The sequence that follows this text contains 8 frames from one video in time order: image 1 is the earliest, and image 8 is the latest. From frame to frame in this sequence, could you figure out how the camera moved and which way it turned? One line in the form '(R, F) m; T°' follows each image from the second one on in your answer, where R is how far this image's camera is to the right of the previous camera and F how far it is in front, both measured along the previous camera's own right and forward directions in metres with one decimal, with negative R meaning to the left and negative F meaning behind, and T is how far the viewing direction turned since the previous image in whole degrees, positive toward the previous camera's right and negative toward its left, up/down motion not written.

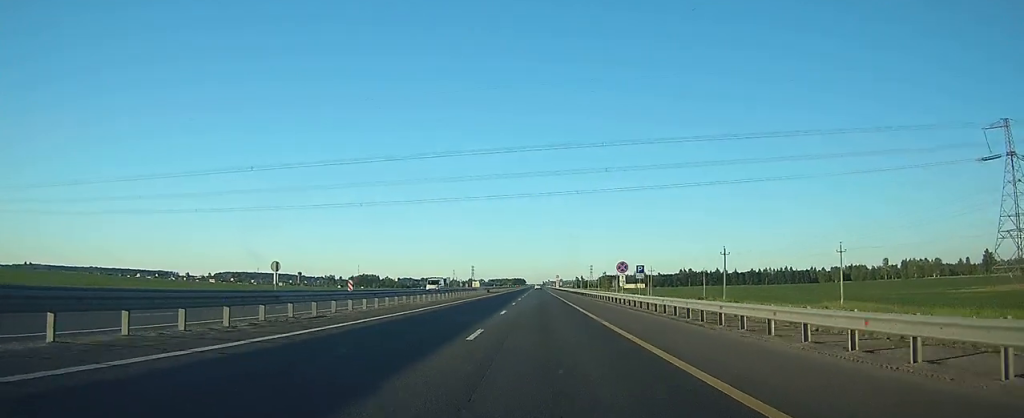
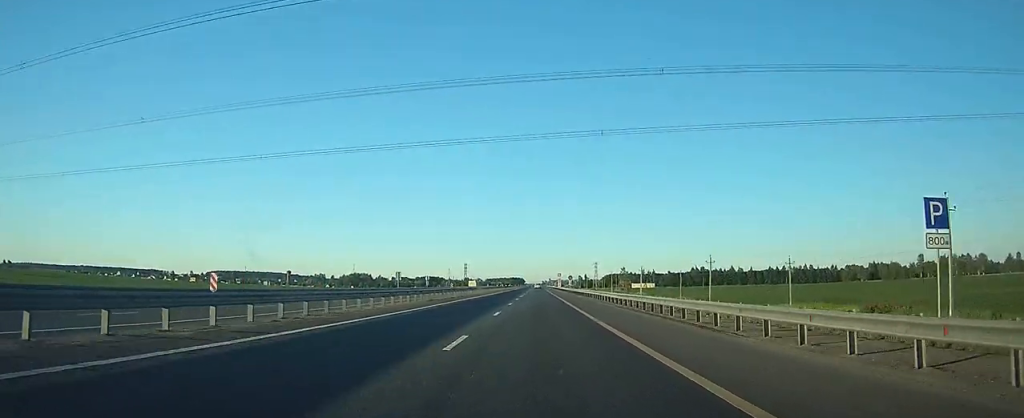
(-0.1, +51.3) m; 0°
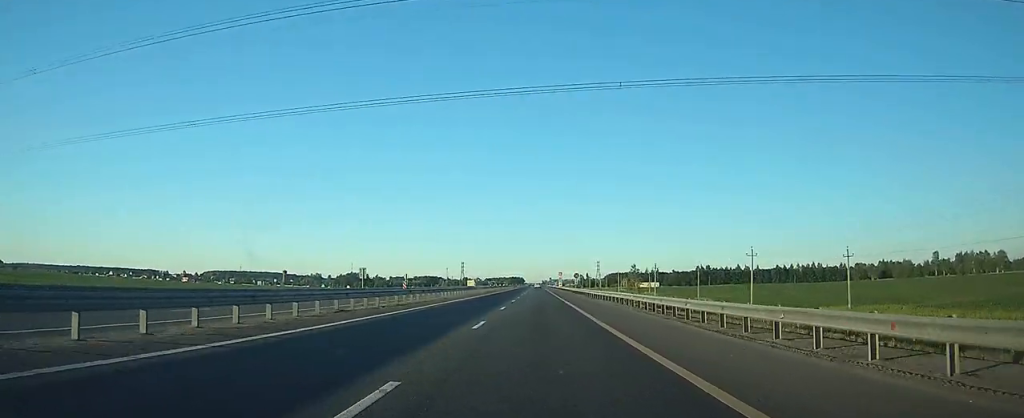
(0.0, +19.2) m; 0°
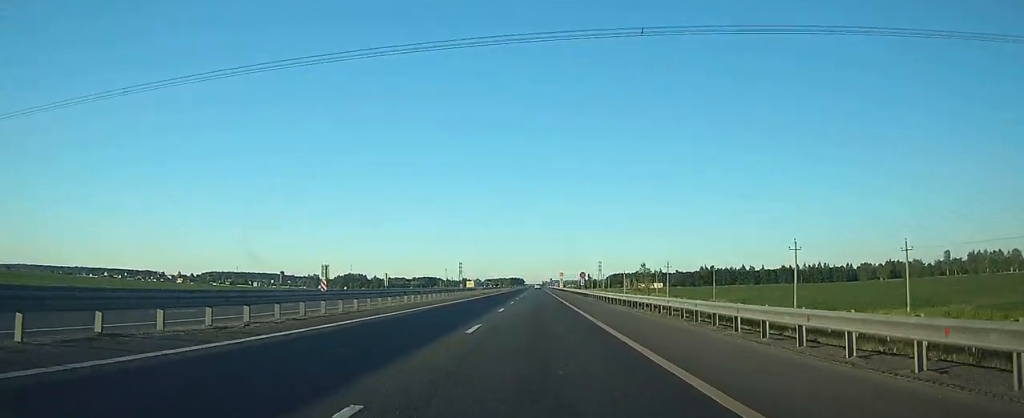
(0.0, +13.5) m; 0°
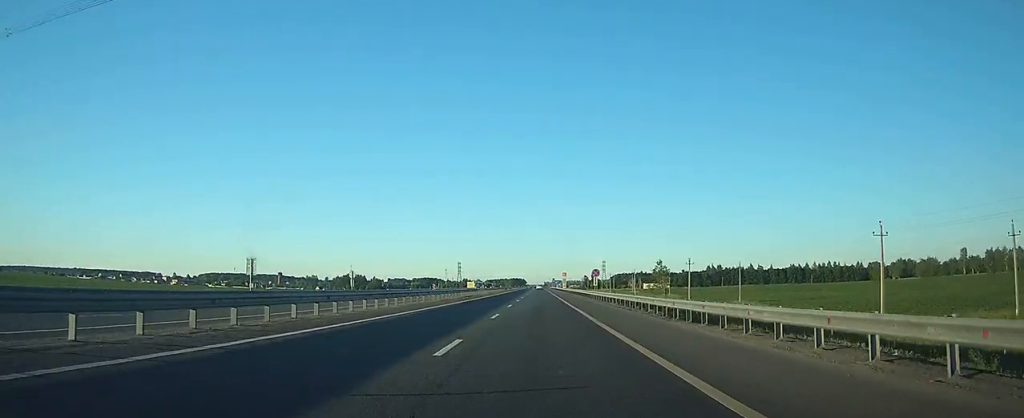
(0.0, +17.0) m; 0°
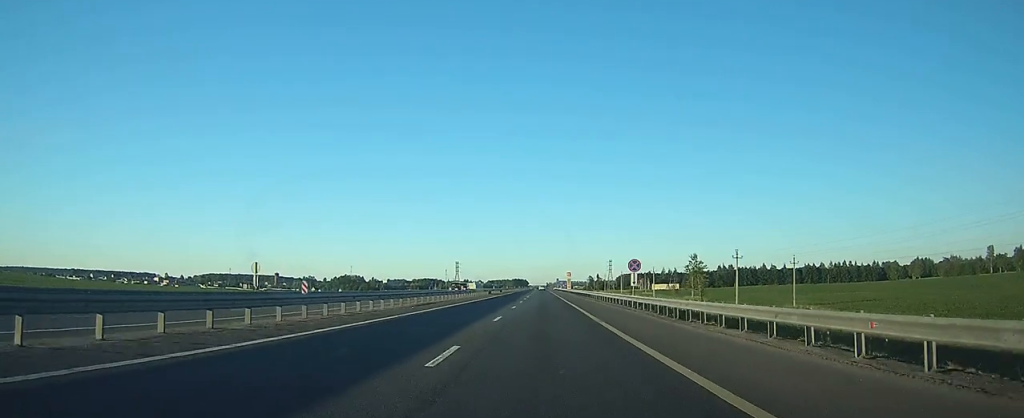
(0.0, +25.6) m; 0°
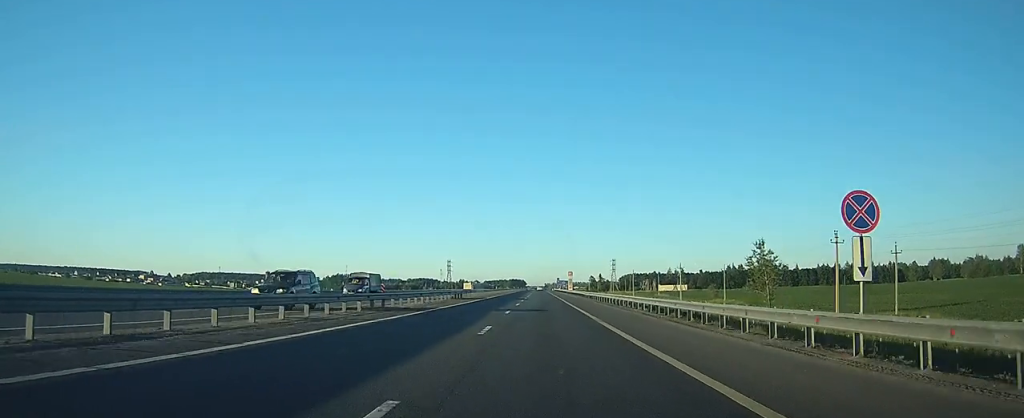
(-0.1, +29.7) m; 0°
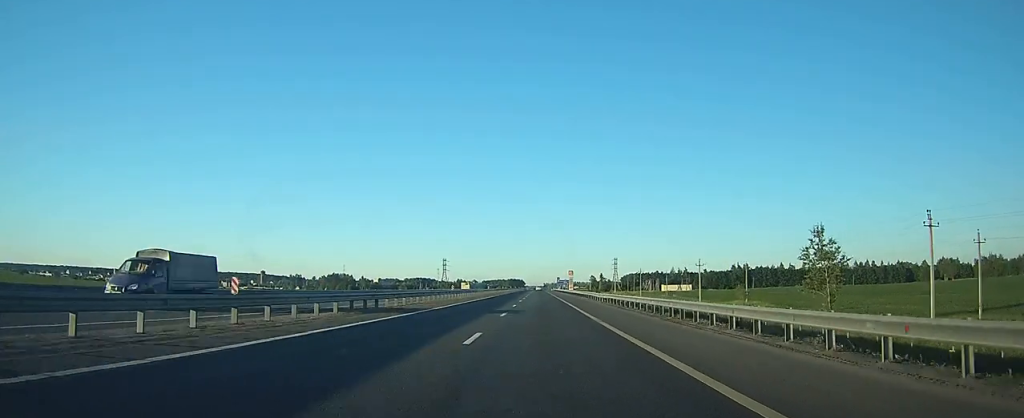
(0.0, +14.8) m; 0°
